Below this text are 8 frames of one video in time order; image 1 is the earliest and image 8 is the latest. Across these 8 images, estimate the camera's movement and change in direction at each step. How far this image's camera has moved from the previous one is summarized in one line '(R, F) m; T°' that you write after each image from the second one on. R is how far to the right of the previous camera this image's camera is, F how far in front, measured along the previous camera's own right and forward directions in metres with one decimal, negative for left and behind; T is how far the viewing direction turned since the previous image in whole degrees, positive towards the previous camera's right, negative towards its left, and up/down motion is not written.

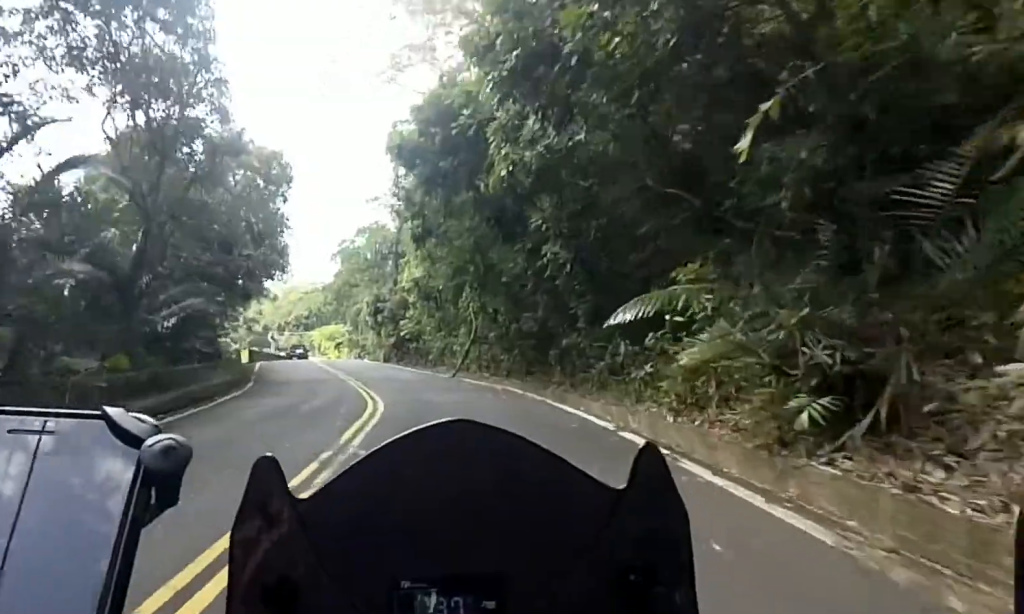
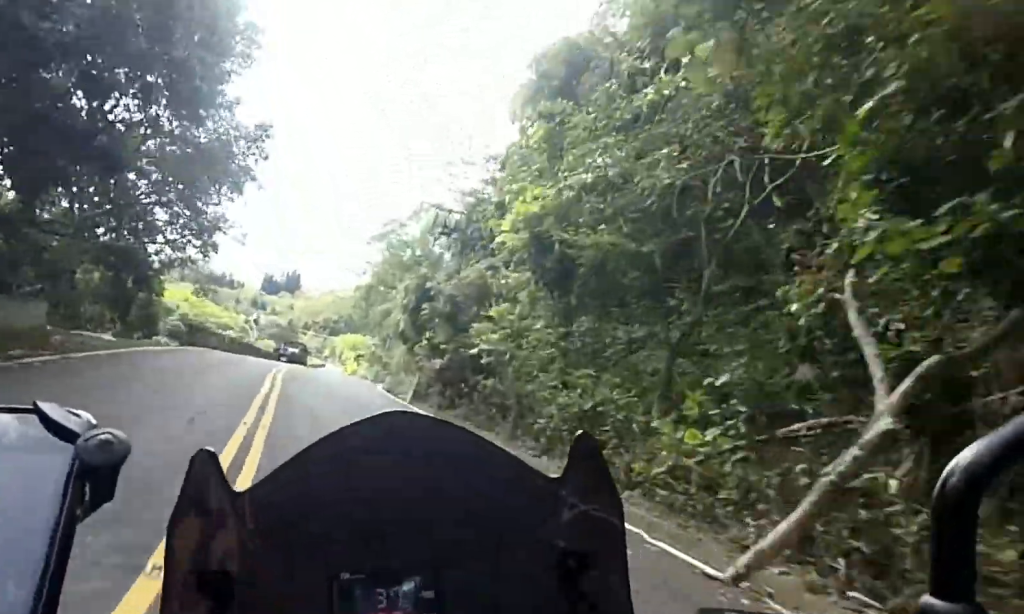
(-0.6, +19.7) m; +3°
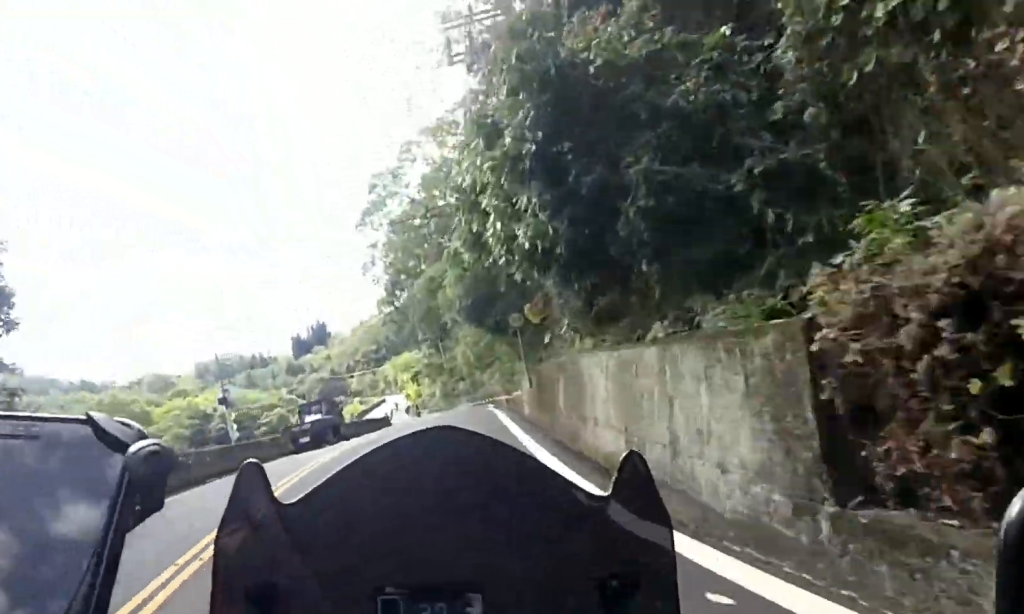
(+1.4, +18.1) m; +5°
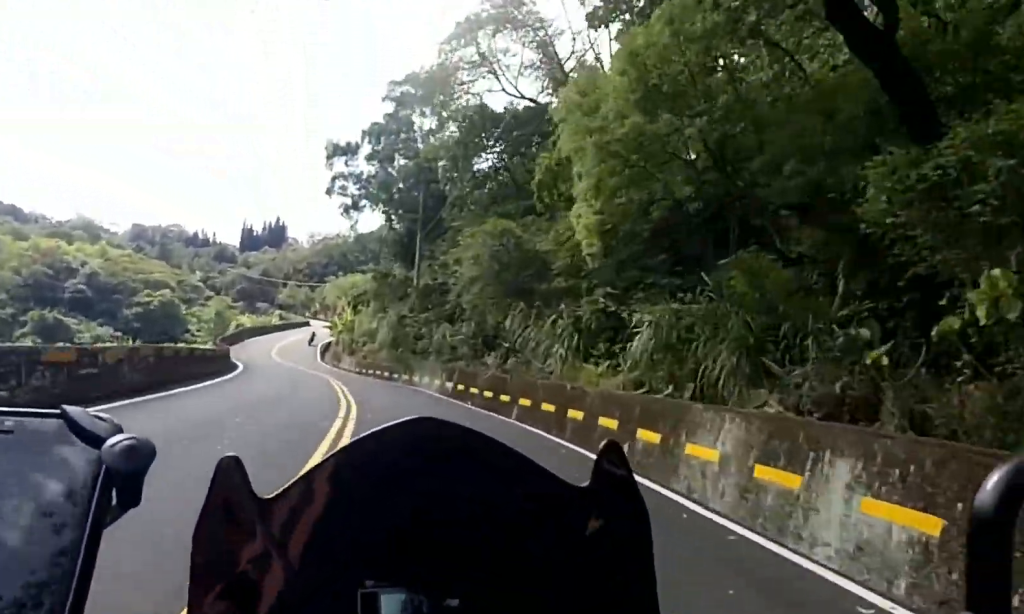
(+0.4, +39.4) m; +2°
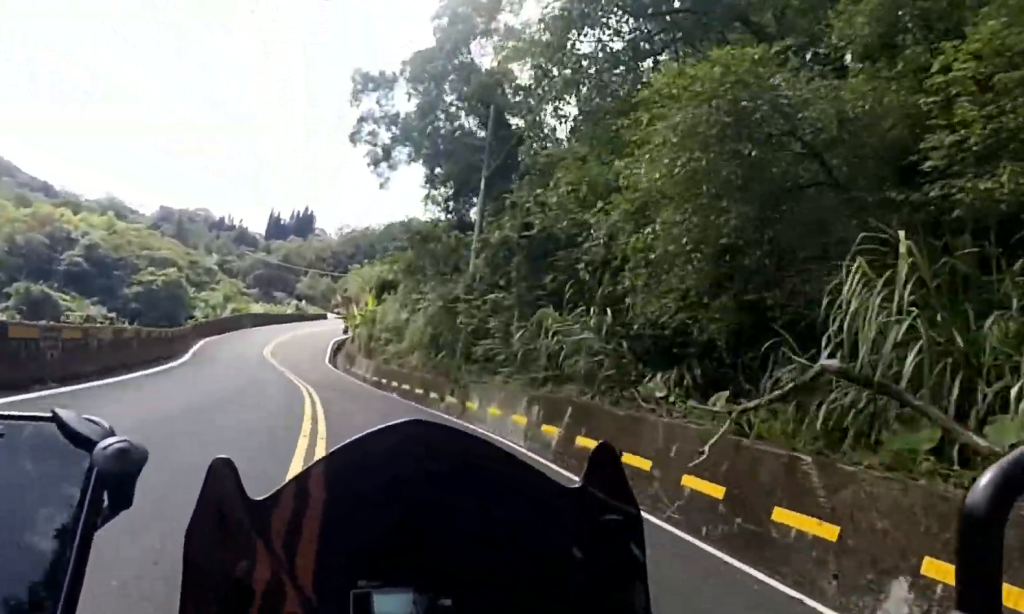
(+0.2, +12.7) m; -1°
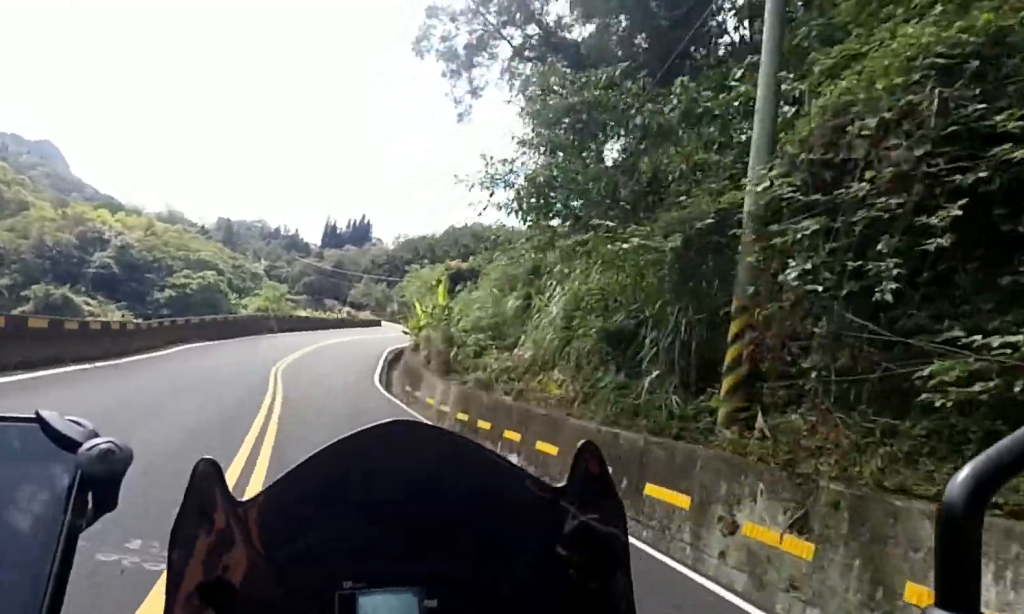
(+0.2, +13.6) m; -8°
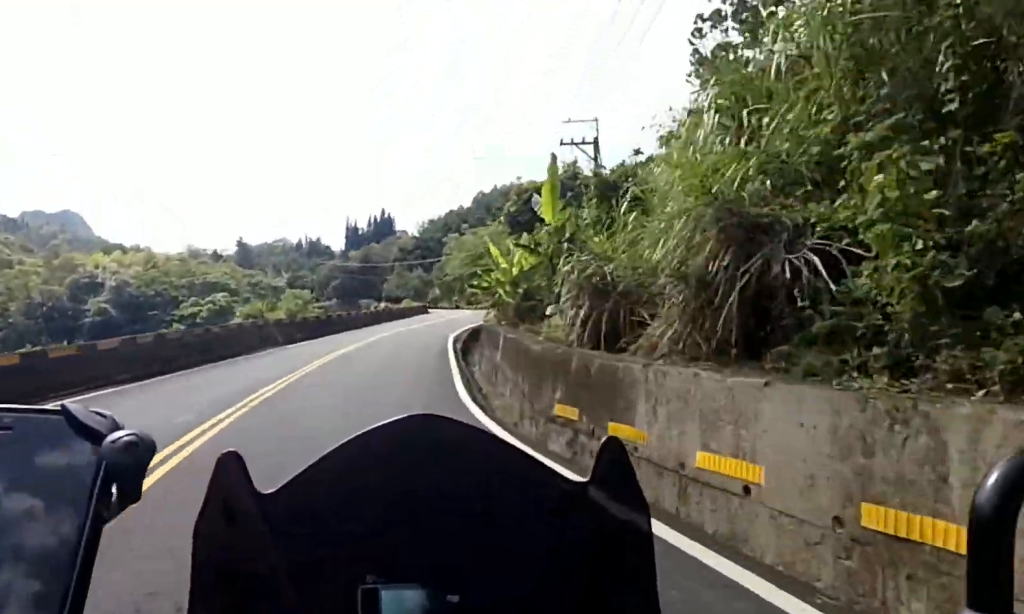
(-2.3, +13.4) m; -9°
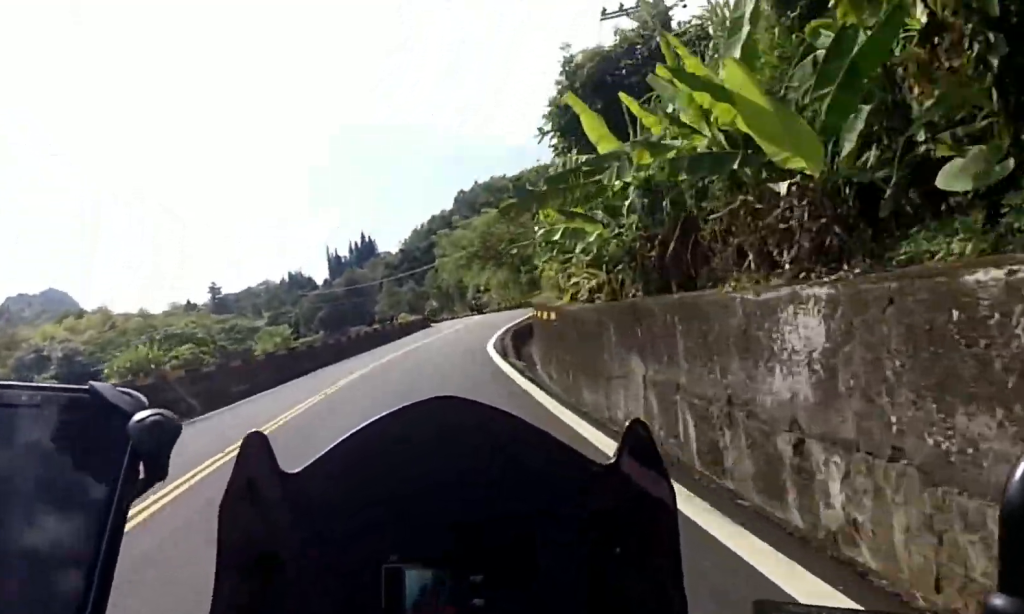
(-0.4, +12.0) m; +4°
